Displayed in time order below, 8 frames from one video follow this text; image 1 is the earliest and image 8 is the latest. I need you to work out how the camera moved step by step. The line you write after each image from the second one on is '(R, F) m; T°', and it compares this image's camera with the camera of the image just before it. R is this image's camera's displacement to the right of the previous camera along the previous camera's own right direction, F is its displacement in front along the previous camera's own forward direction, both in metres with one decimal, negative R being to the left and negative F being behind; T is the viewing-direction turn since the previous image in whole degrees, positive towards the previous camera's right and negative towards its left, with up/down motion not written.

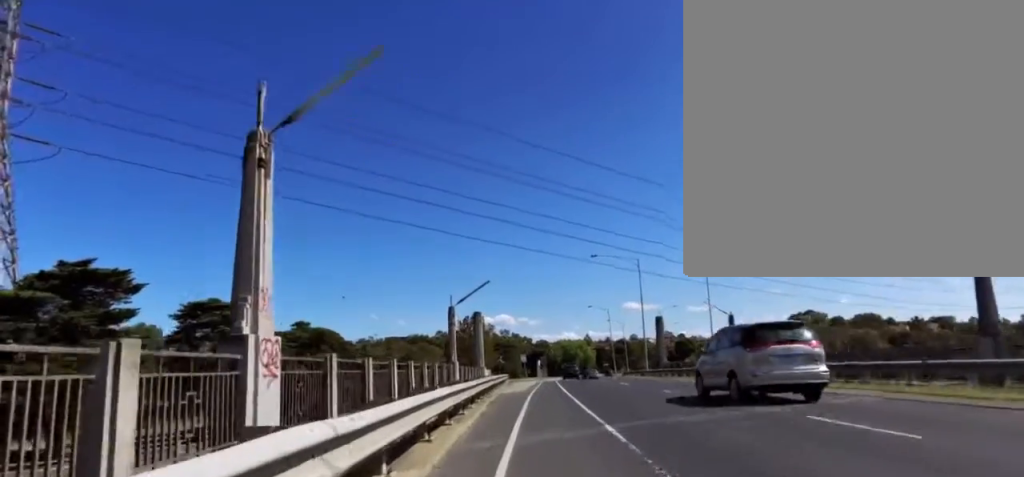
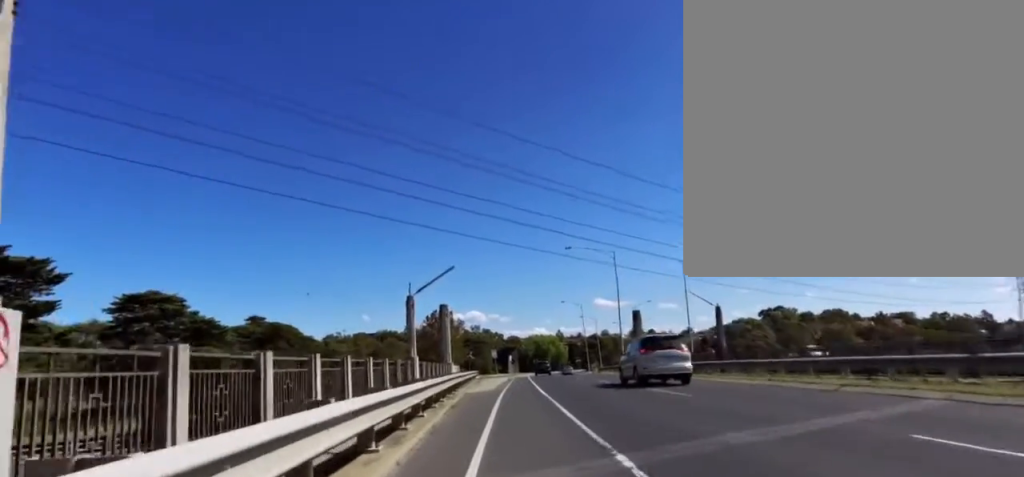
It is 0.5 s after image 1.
(-0.2, +3.5) m; 0°
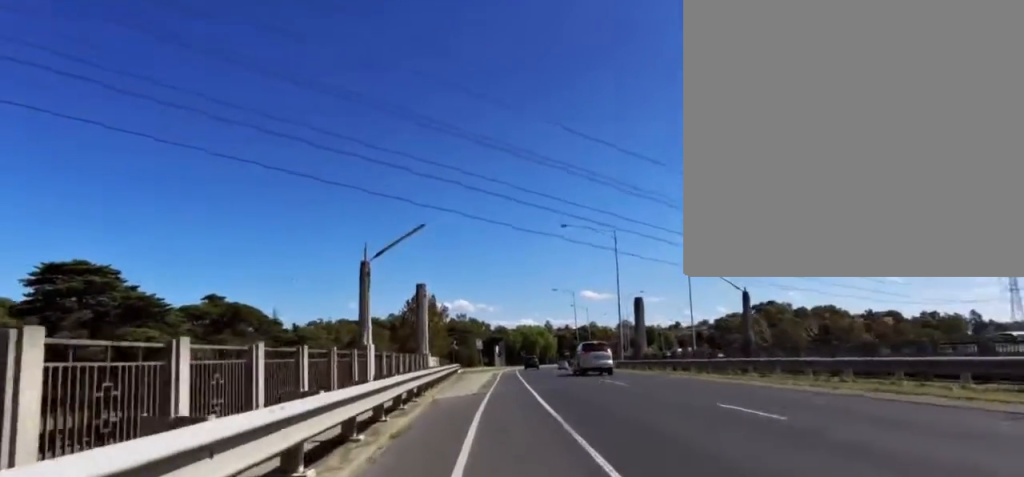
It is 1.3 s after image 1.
(+0.4, +6.2) m; +3°
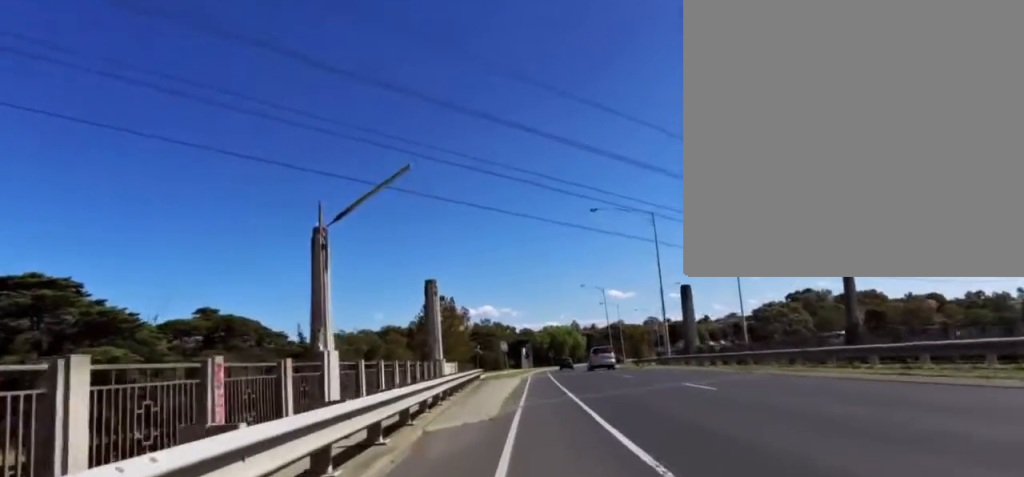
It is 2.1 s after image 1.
(+0.1, +6.9) m; +1°
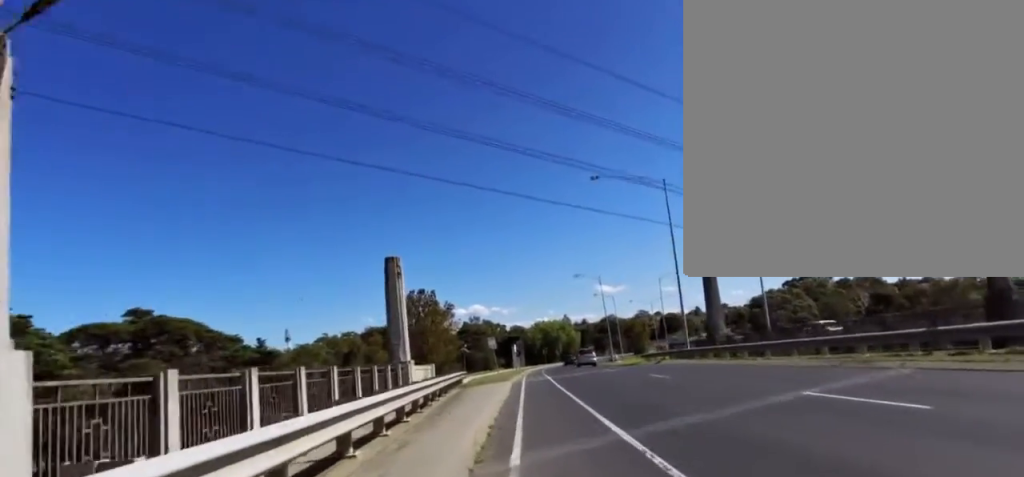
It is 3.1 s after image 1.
(0.0, +7.8) m; 0°
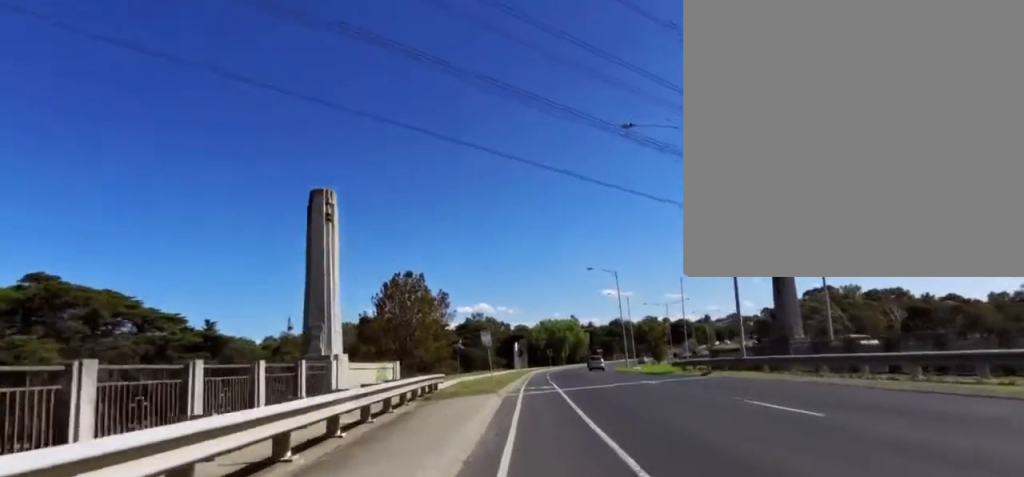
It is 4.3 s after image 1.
(-0.1, +9.8) m; -8°
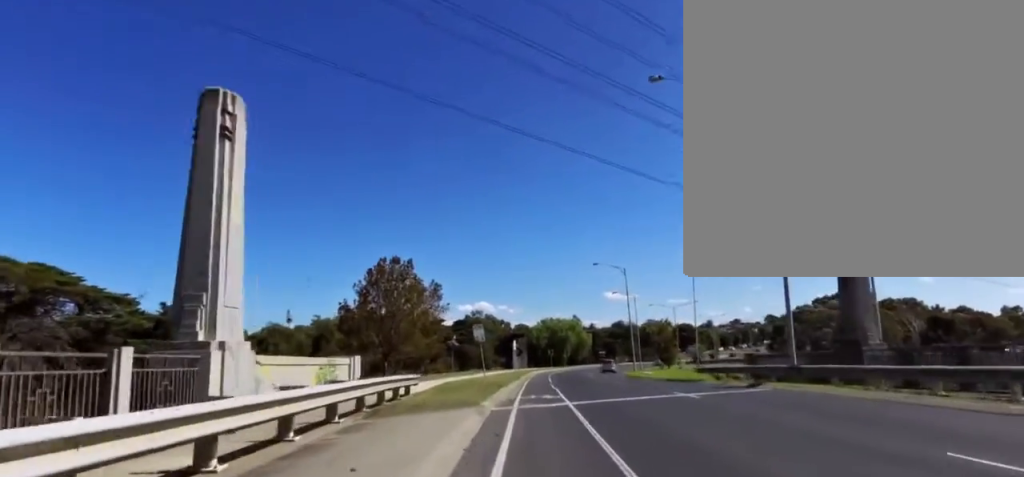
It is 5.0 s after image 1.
(-0.6, +5.7) m; -1°
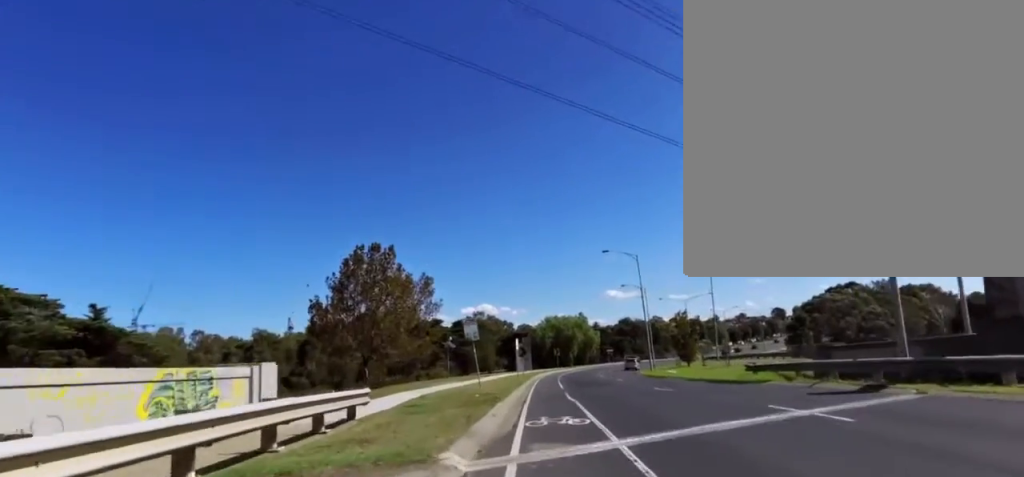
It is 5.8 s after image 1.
(0.0, +6.8) m; +4°
